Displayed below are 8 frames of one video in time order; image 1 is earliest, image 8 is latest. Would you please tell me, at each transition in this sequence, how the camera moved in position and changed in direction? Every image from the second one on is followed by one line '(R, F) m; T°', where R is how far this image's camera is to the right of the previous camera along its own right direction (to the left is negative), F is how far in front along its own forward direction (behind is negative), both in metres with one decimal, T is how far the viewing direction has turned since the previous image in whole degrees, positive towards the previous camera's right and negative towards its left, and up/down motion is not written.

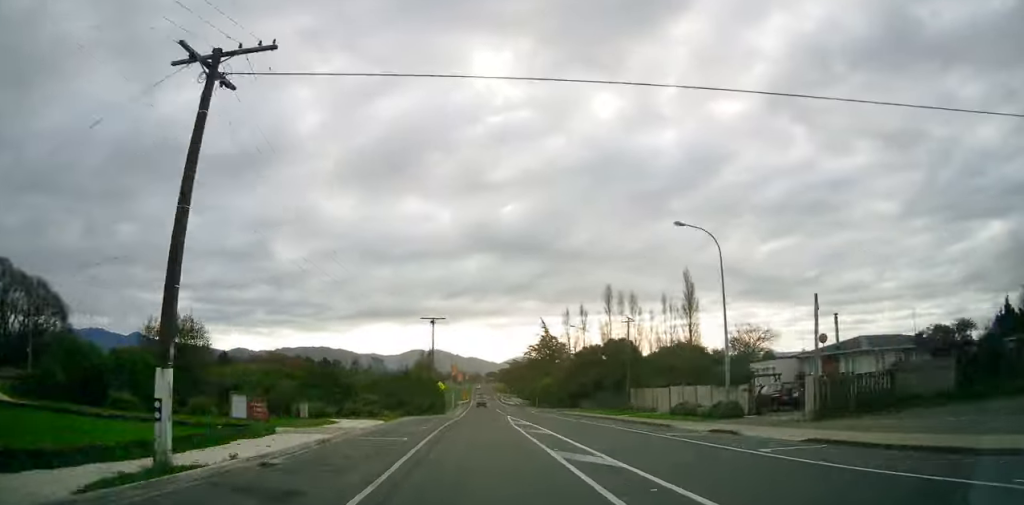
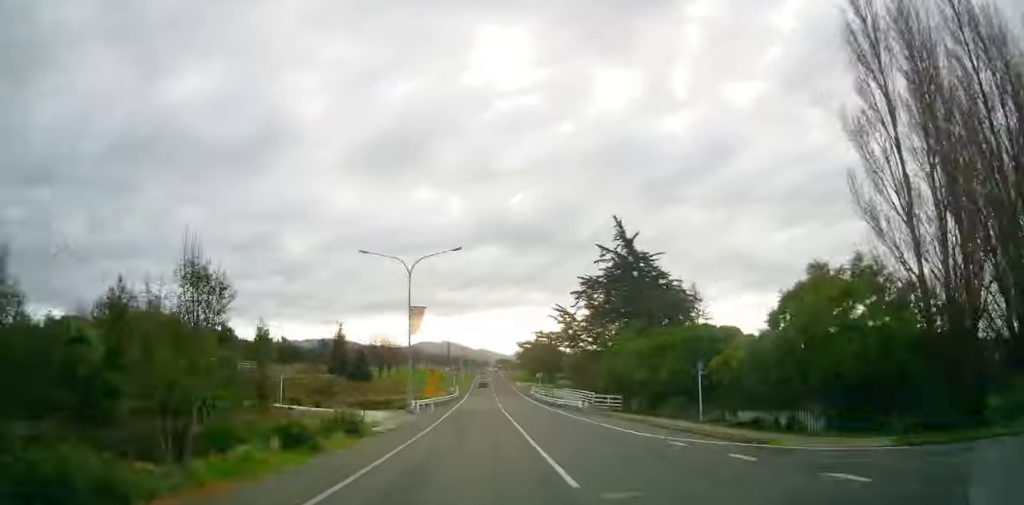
(+0.2, +83.0) m; 0°
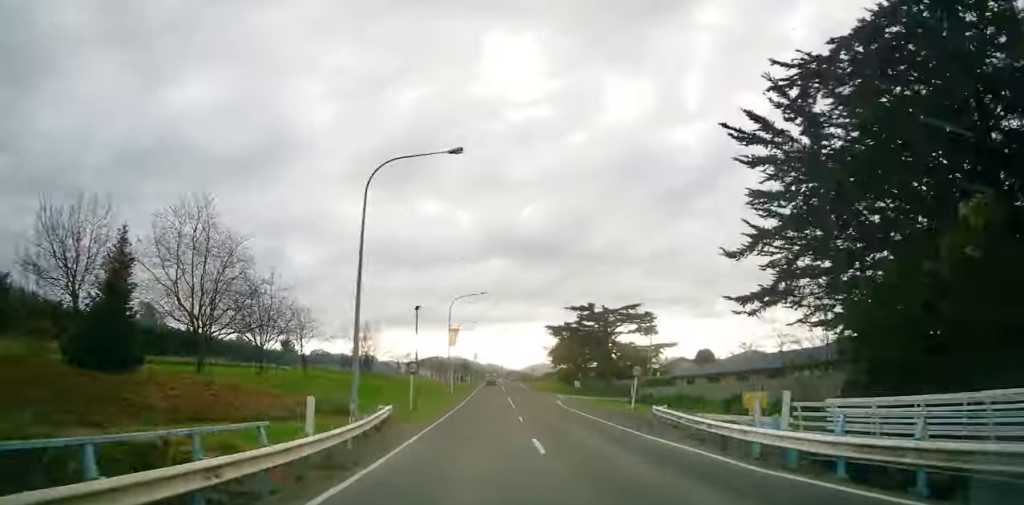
(+0.2, +54.7) m; 0°
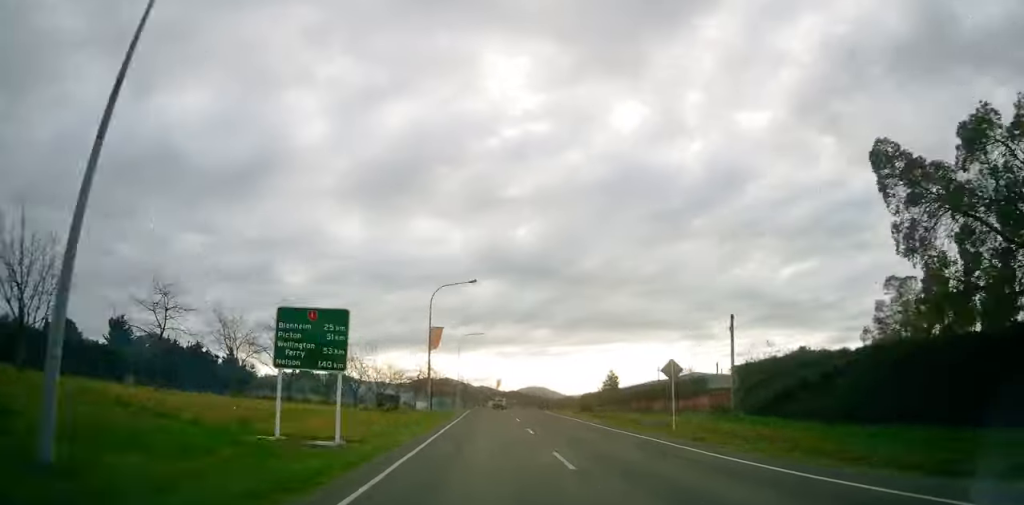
(-0.6, +90.4) m; 0°
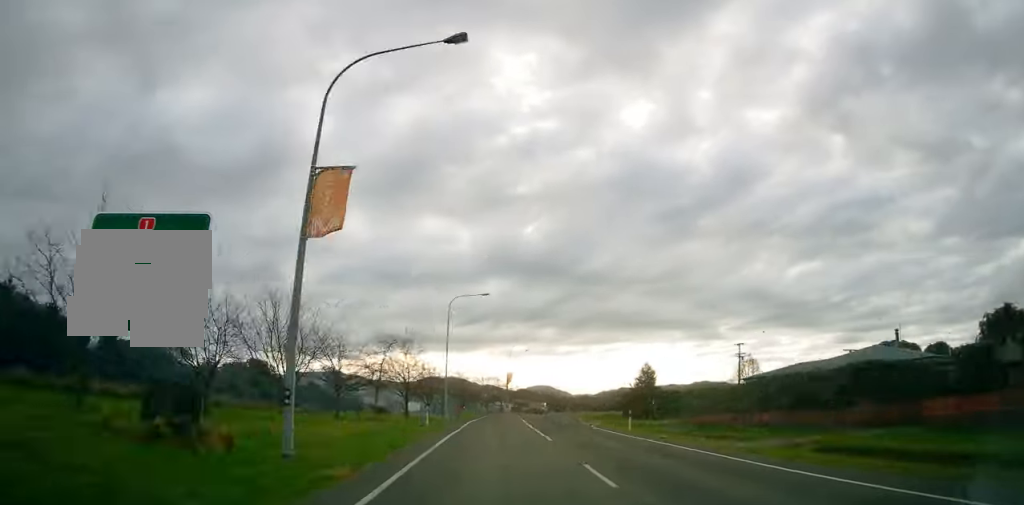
(+0.5, +32.6) m; +4°
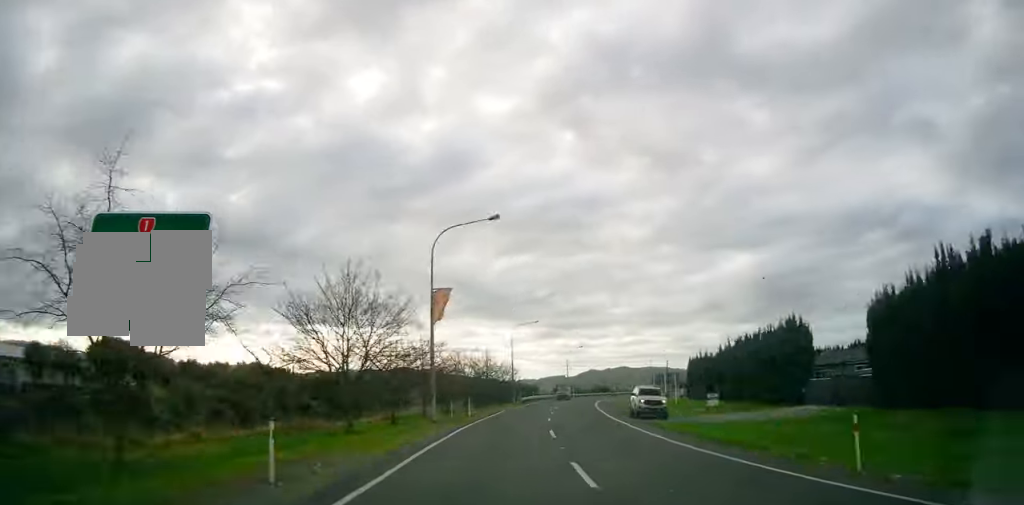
(+33.1, +145.0) m; +29°
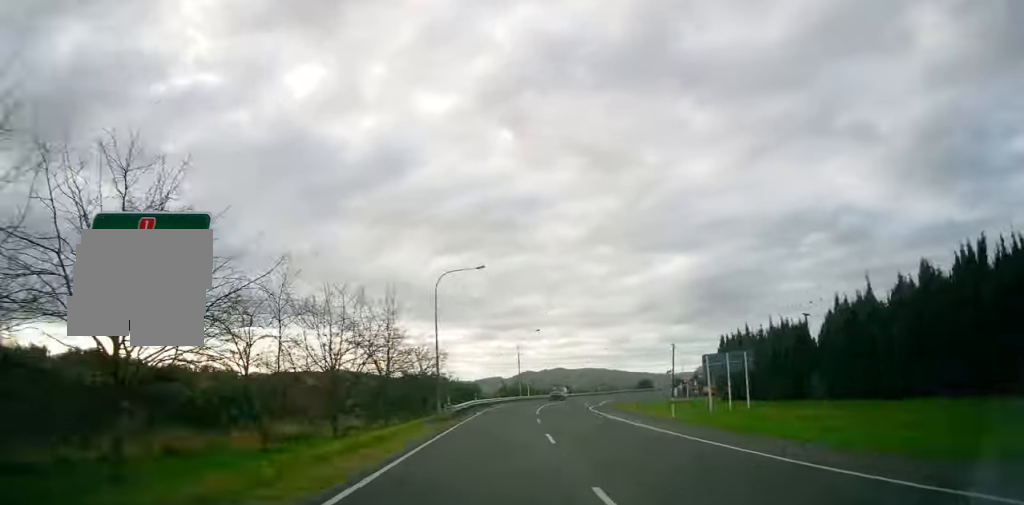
(+0.1, +33.4) m; +7°
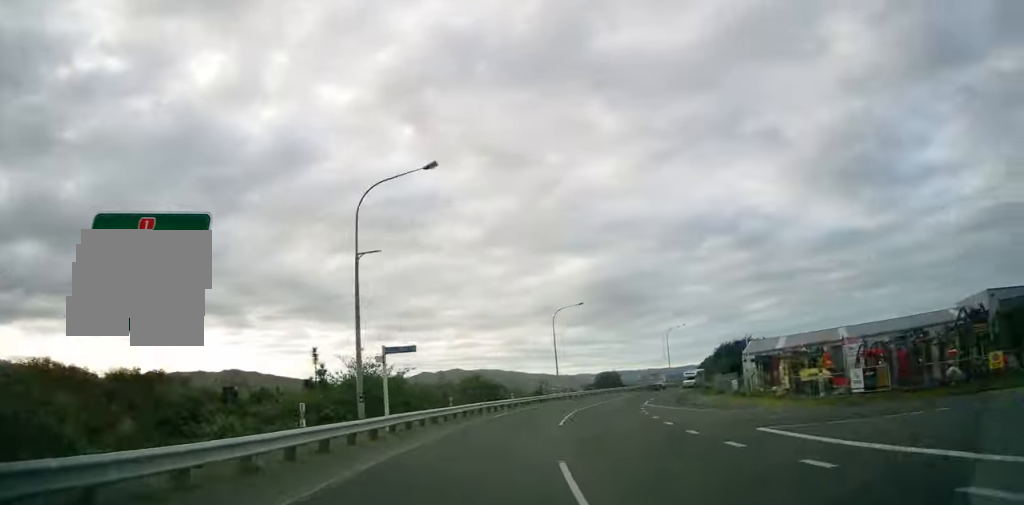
(+7.6, +64.6) m; +19°
